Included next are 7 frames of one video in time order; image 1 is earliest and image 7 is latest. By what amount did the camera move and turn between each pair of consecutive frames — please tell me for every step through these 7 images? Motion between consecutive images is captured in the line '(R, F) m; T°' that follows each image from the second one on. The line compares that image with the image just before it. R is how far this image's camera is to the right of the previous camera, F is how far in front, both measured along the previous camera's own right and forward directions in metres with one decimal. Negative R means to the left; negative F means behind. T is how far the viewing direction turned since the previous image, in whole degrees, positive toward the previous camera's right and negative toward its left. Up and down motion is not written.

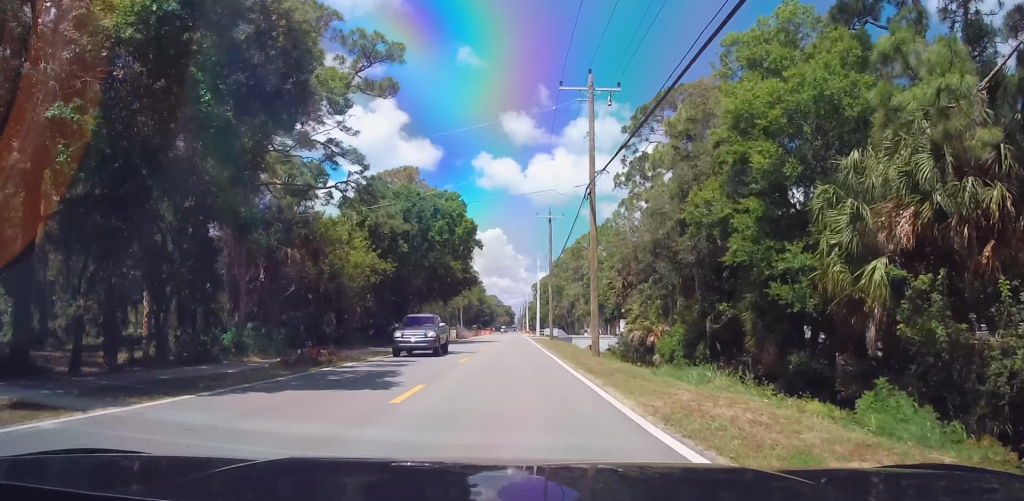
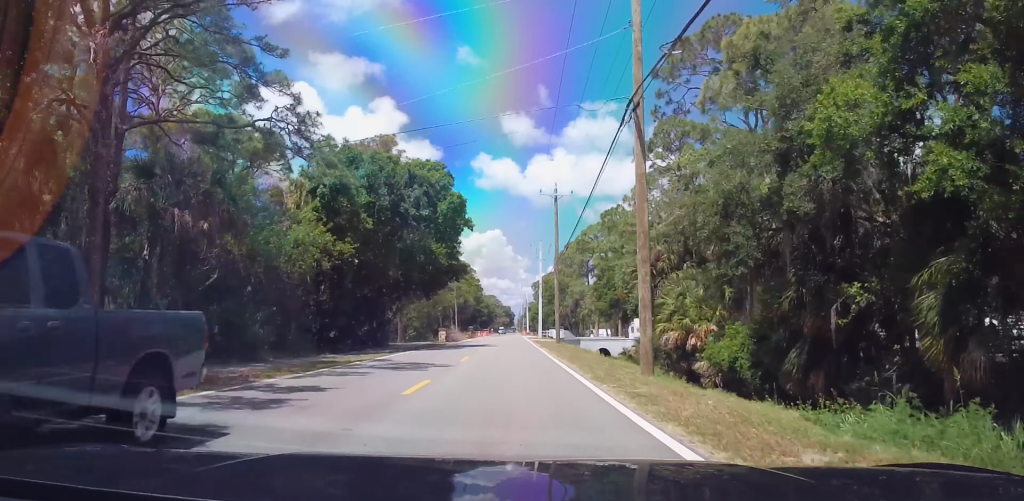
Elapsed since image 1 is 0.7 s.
(0.0, +10.9) m; 0°
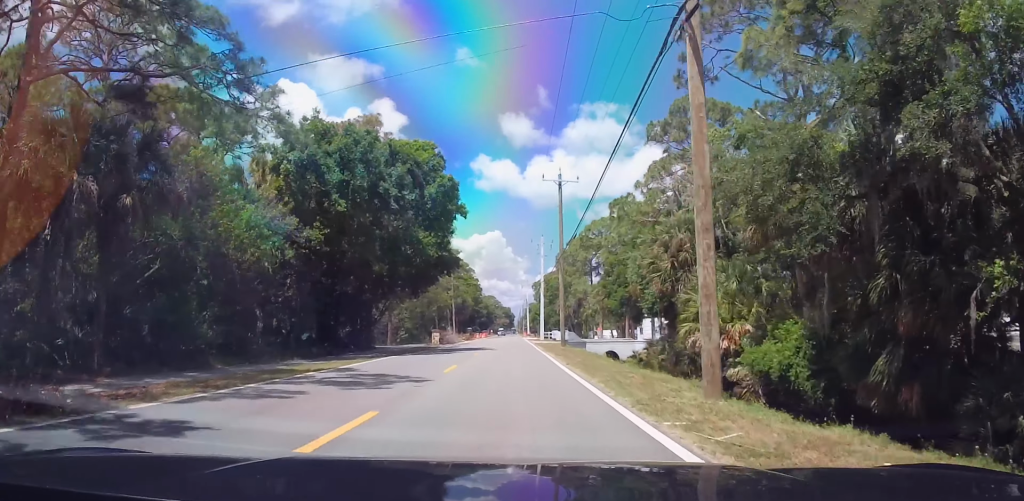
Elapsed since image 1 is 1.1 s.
(0.0, +5.9) m; 0°
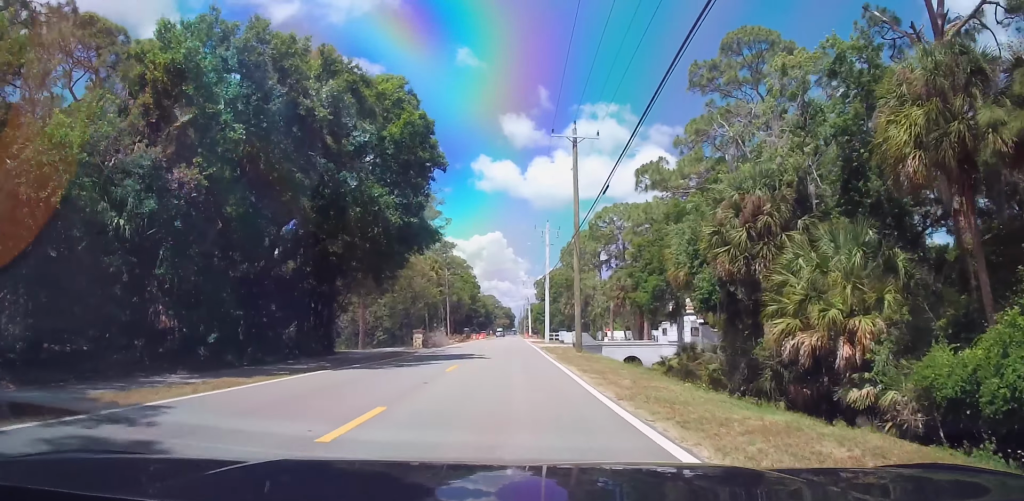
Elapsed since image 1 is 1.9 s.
(0.0, +11.4) m; -1°
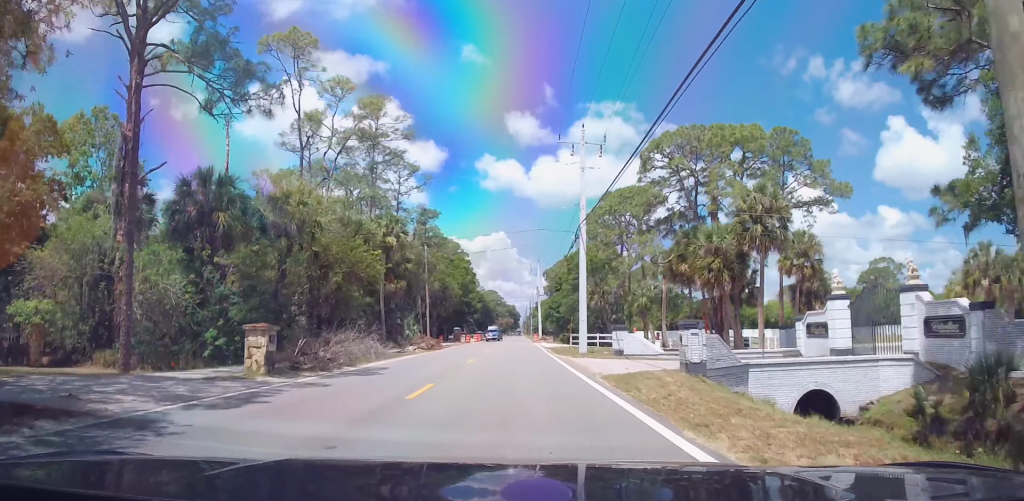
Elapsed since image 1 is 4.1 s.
(-0.6, +31.9) m; 0°
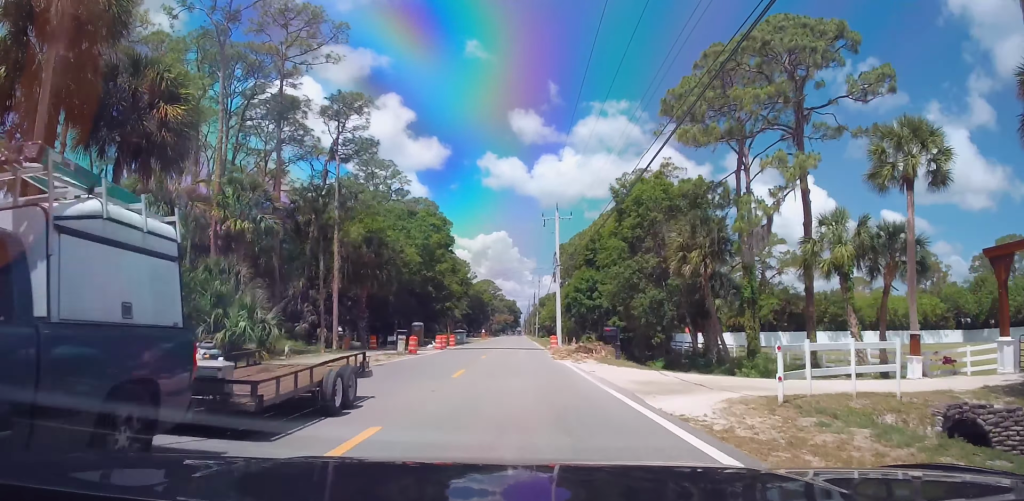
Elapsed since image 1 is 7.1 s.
(+0.7, +42.1) m; +1°
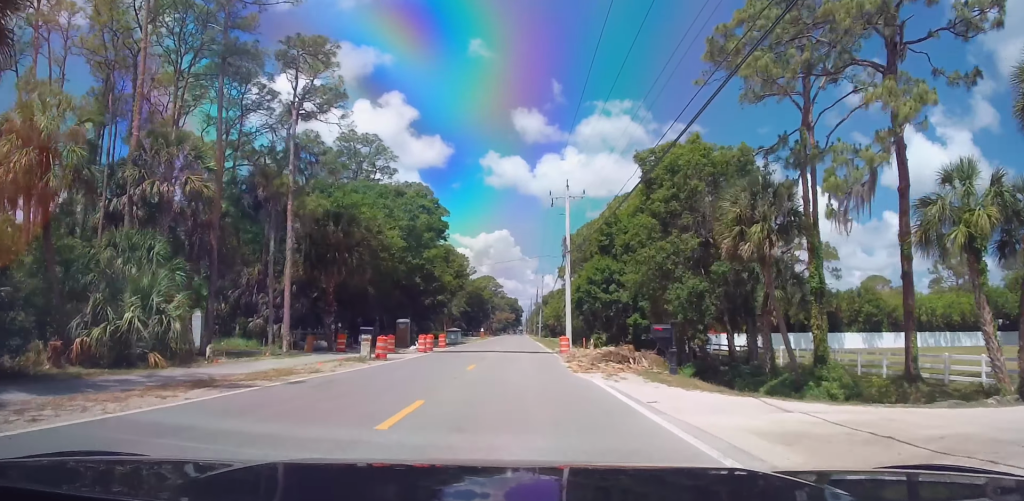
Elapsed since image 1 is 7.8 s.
(0.0, +8.9) m; -1°
